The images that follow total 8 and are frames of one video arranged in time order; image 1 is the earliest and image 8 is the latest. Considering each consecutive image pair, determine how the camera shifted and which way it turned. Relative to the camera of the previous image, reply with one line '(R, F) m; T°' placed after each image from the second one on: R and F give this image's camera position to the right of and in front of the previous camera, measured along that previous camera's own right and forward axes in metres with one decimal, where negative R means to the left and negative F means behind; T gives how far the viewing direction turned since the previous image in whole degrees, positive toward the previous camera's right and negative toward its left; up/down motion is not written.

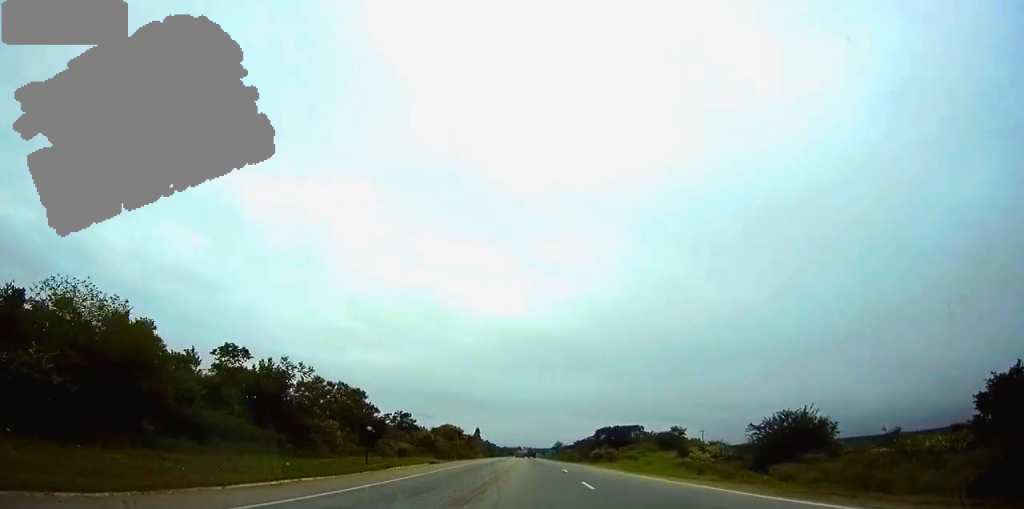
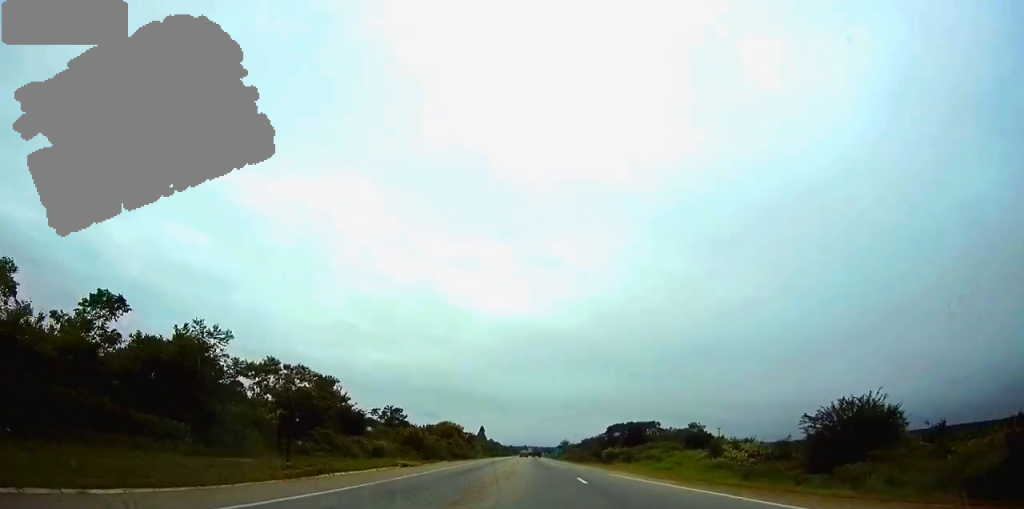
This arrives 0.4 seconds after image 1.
(0.0, +13.4) m; 0°
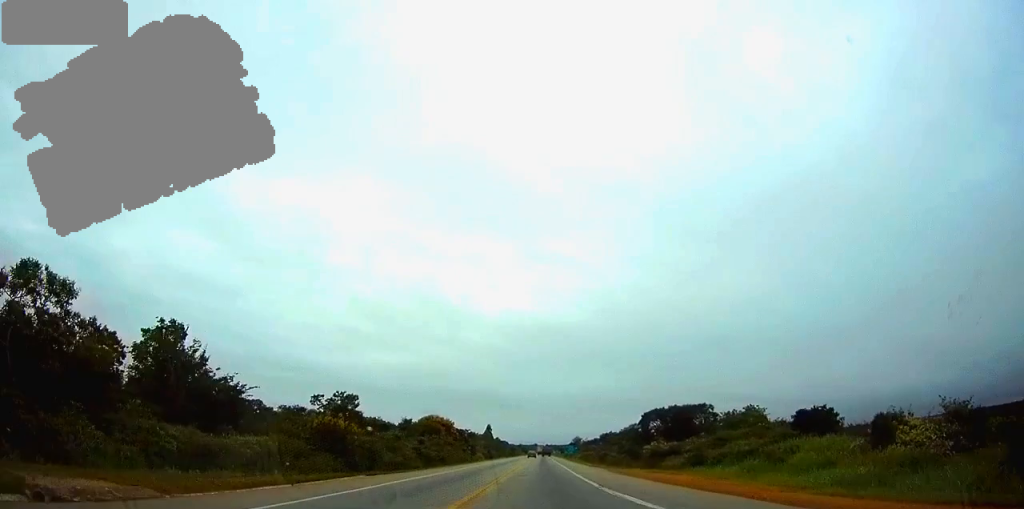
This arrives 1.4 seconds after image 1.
(-0.2, +34.6) m; -1°
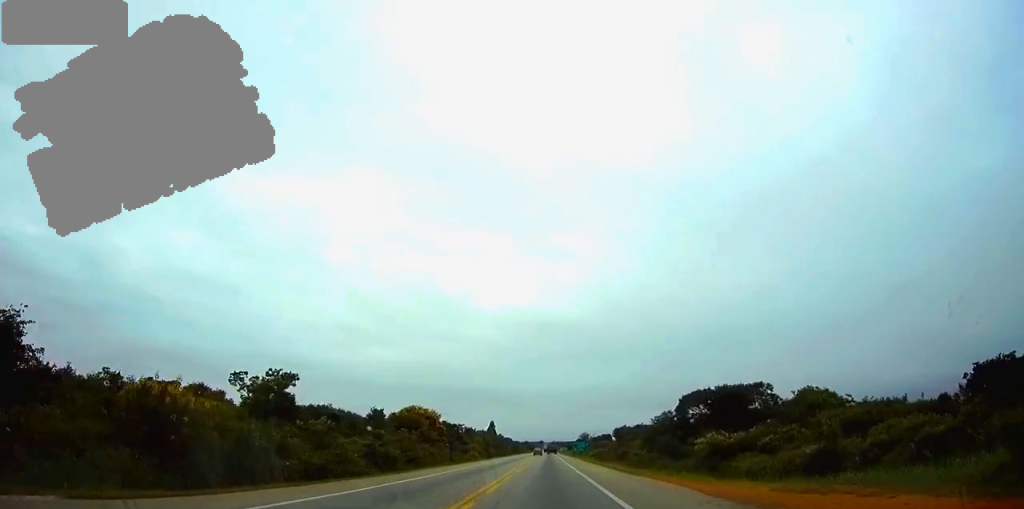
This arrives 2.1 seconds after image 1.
(-0.1, +23.4) m; -1°
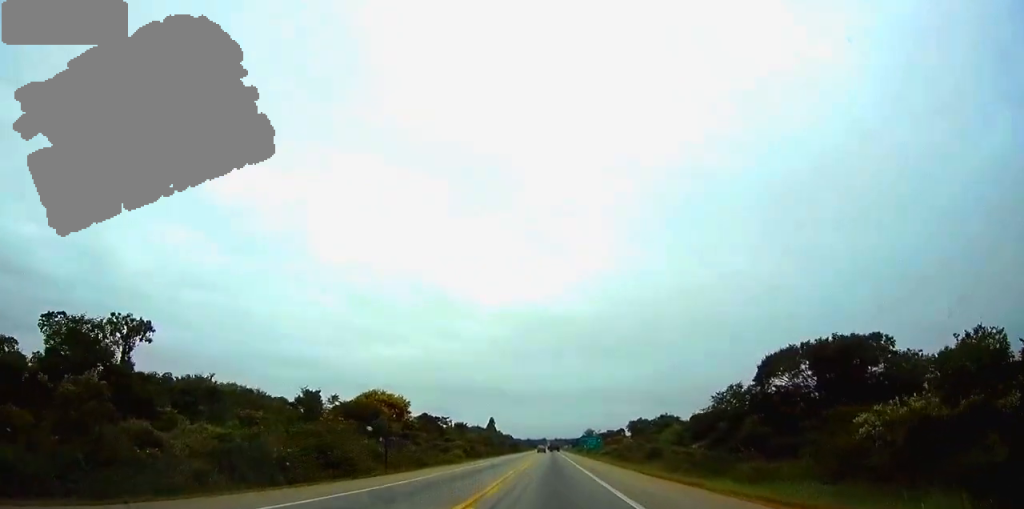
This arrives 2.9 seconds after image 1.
(-0.2, +26.7) m; 0°
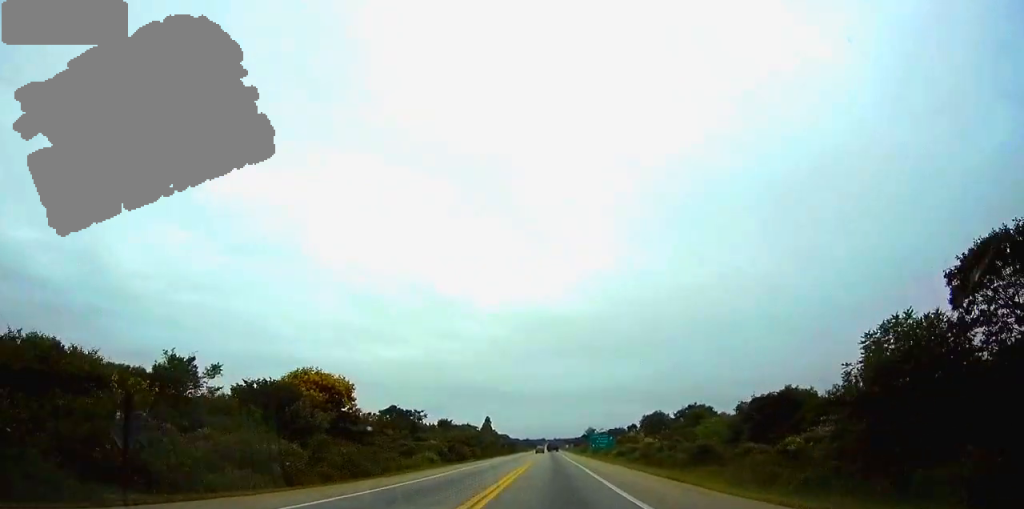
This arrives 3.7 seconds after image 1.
(0.0, +24.4) m; 0°
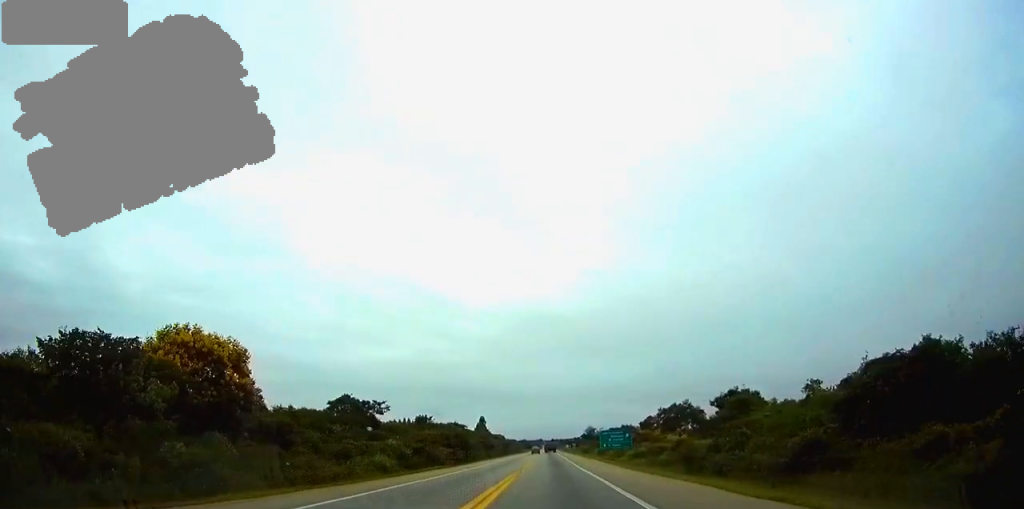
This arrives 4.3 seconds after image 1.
(+0.1, +22.3) m; 0°
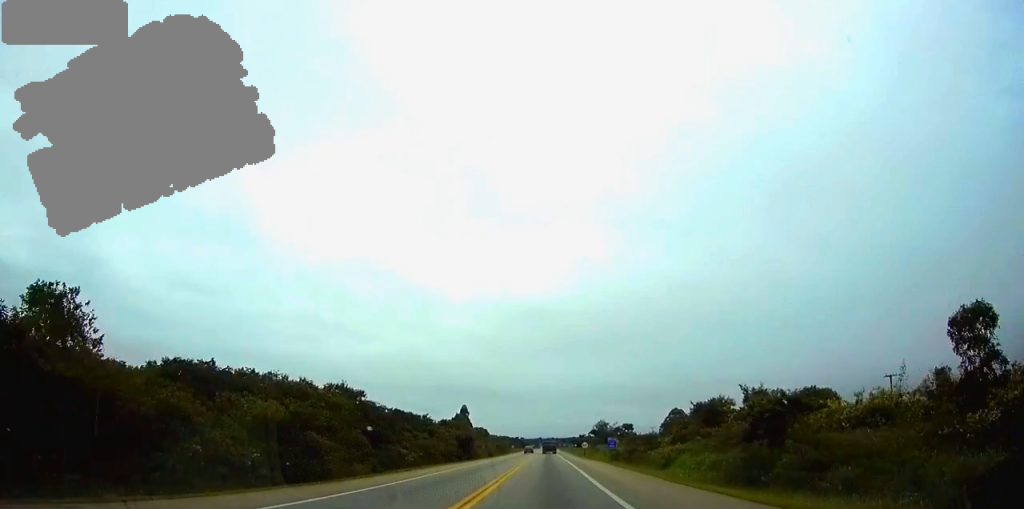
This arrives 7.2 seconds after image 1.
(0.0, +96.2) m; 0°
